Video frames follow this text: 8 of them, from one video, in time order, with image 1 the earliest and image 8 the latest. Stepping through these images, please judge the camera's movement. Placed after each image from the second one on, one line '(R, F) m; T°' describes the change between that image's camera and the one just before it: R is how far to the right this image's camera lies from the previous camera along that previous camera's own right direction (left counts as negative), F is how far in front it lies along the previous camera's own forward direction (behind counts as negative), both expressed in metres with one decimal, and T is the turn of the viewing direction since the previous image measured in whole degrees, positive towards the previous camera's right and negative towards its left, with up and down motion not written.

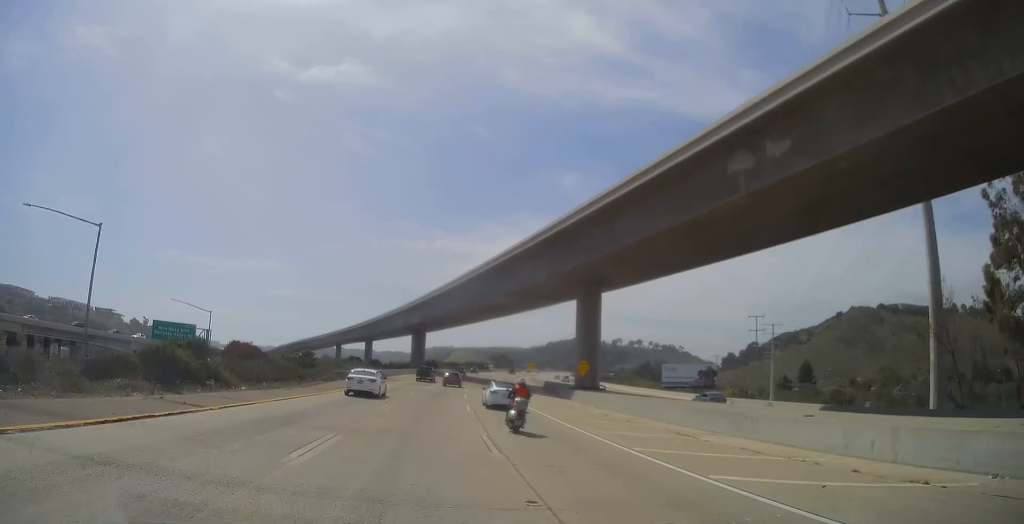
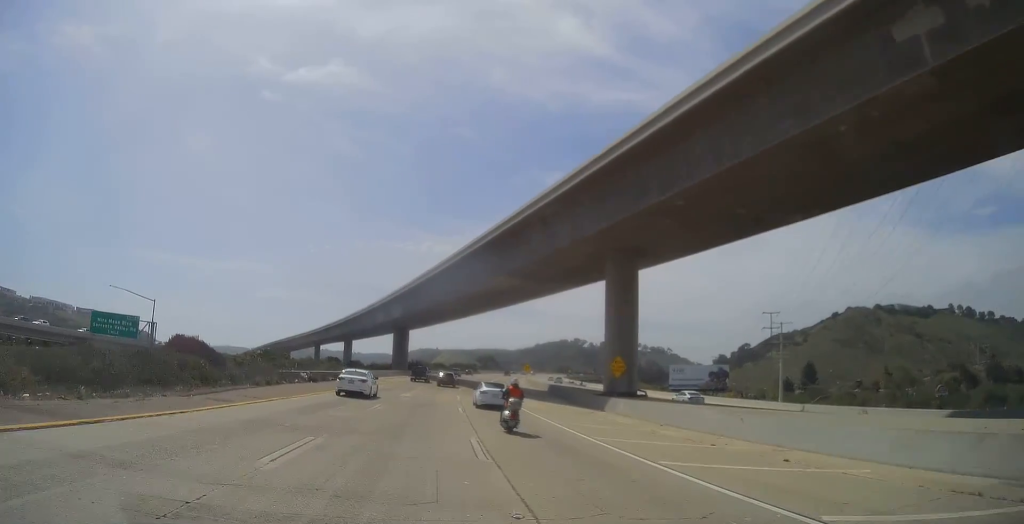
(+0.1, +15.3) m; +1°
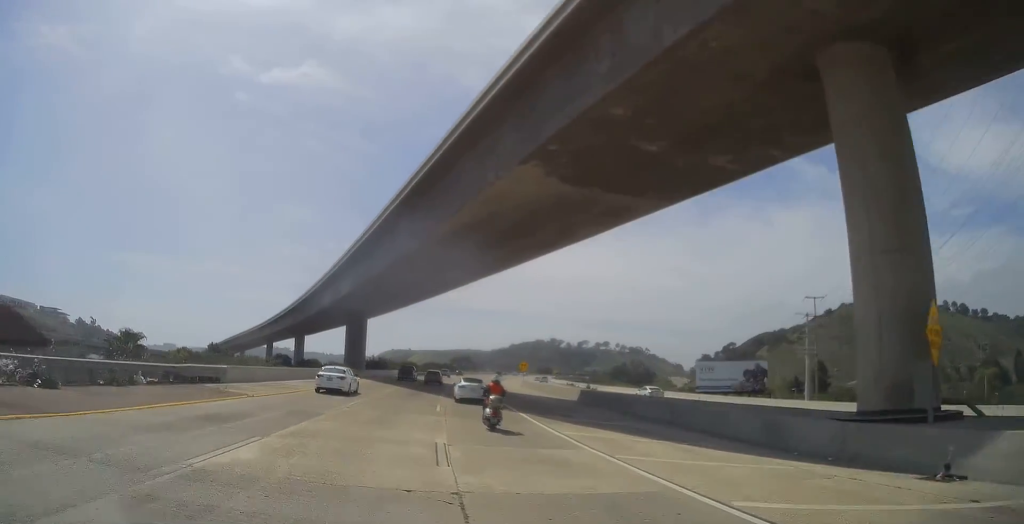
(+0.5, +30.5) m; +2°
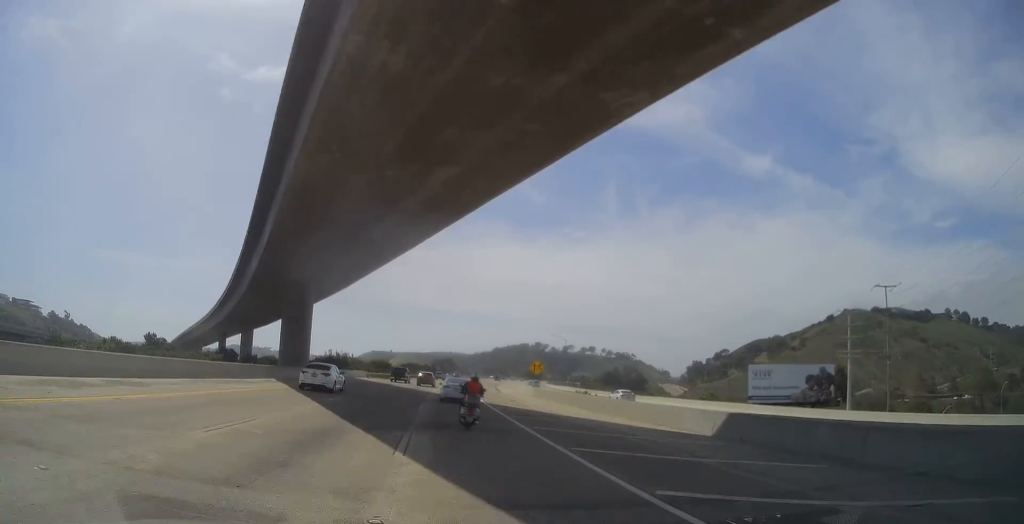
(+0.4, +28.0) m; +2°
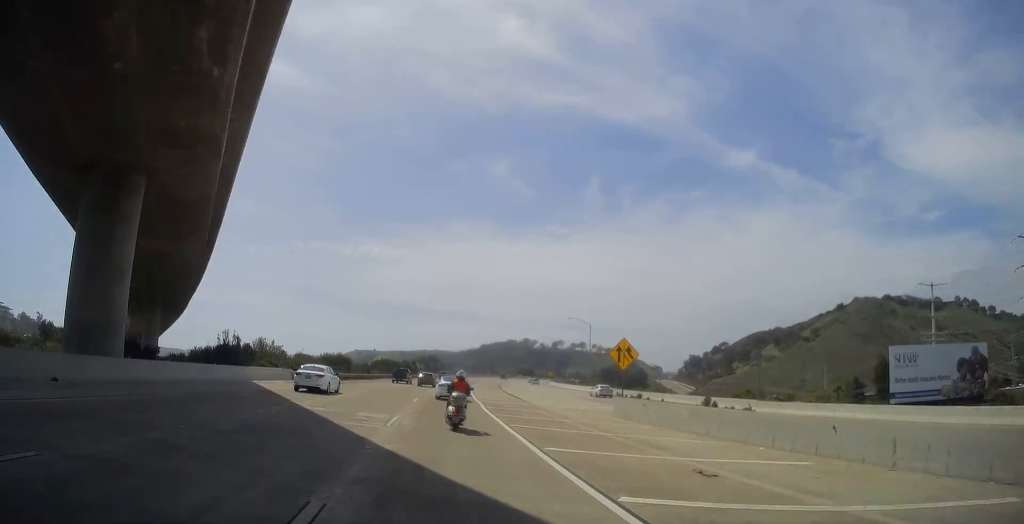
(+1.2, +36.2) m; +3°
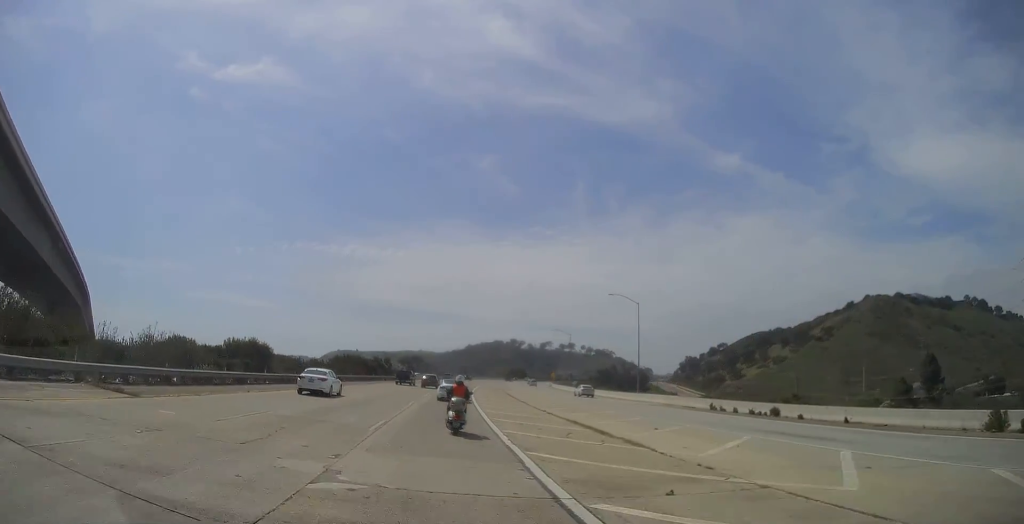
(+0.6, +34.8) m; +1°
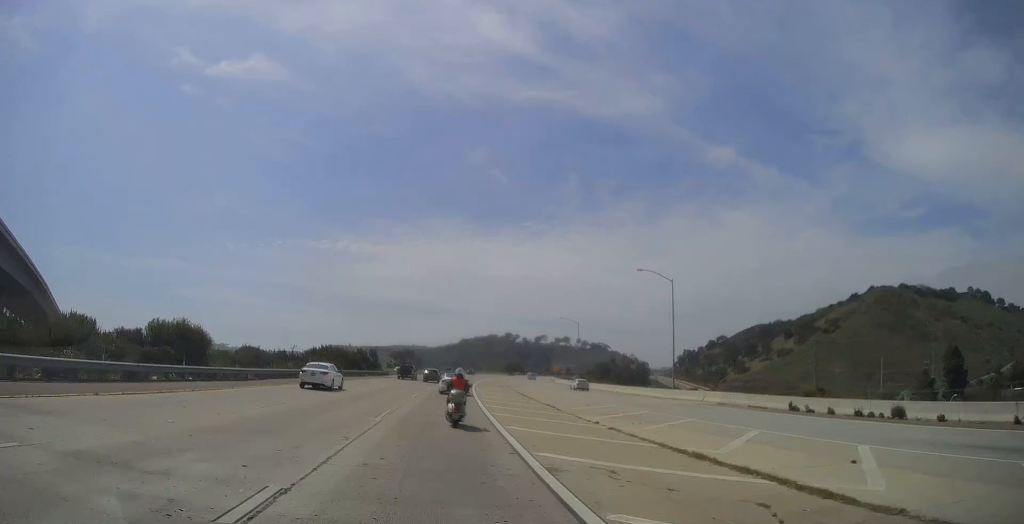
(0.0, +13.7) m; 0°
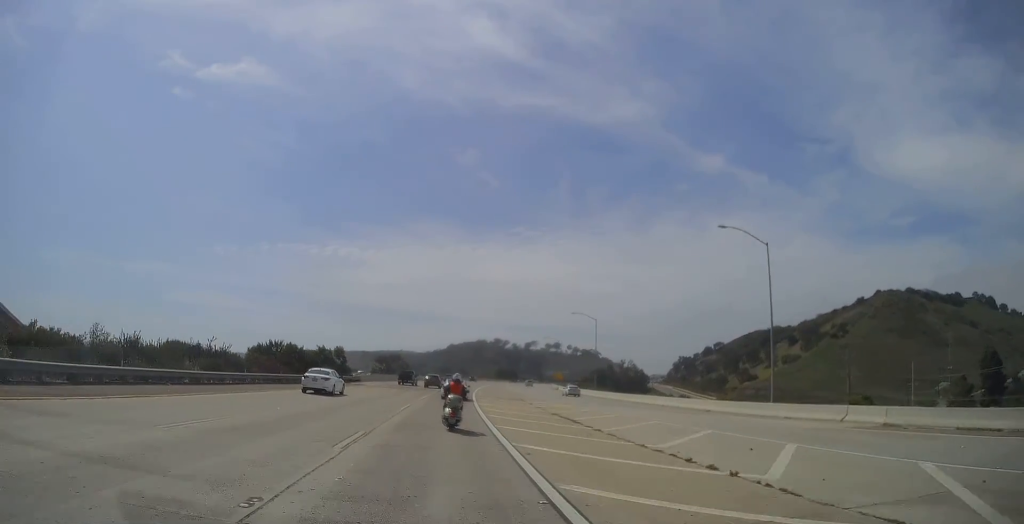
(0.0, +21.5) m; 0°
